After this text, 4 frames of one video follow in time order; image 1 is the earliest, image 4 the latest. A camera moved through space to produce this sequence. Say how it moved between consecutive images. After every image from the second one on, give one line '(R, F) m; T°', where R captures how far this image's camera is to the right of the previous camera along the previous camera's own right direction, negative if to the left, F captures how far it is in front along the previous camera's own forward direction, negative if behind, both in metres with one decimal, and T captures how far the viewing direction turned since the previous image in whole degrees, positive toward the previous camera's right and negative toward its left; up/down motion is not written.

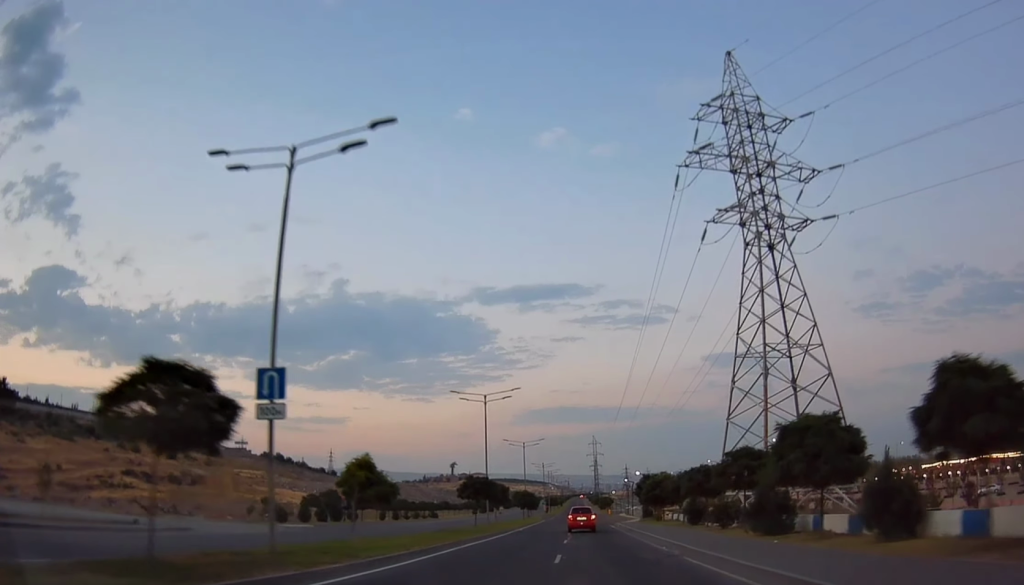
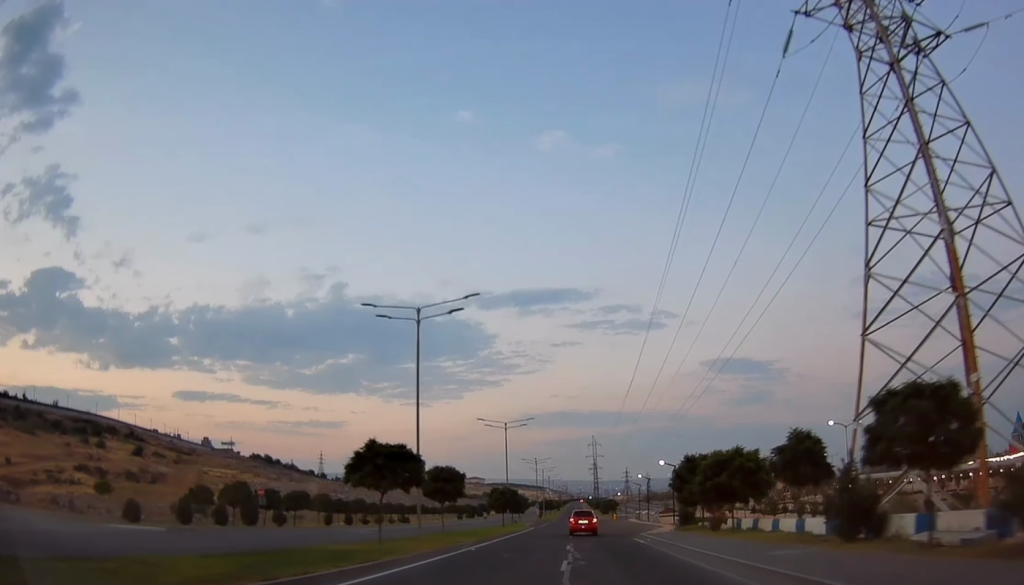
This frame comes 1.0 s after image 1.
(0.0, +22.2) m; 0°
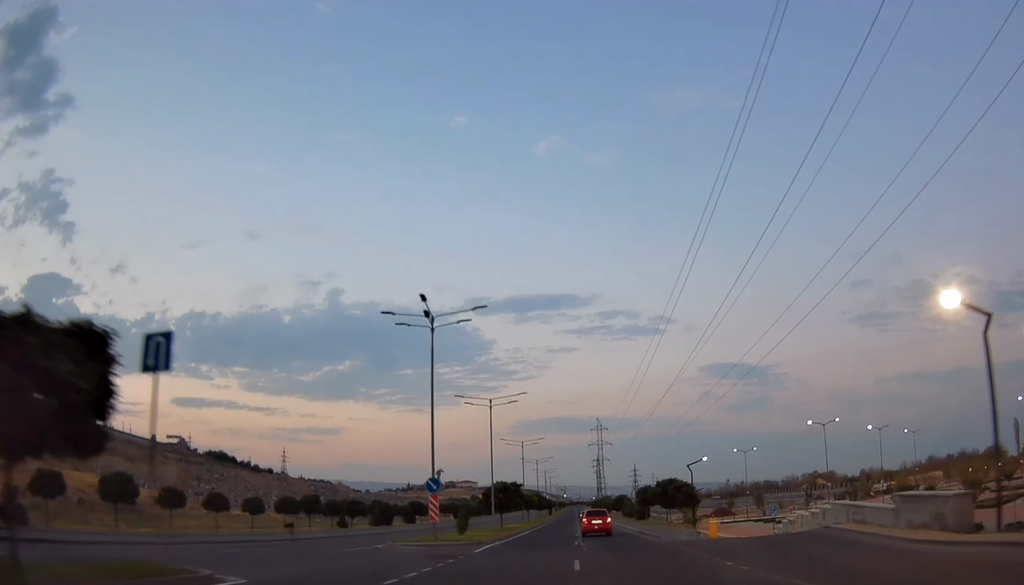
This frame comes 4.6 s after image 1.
(+1.5, +83.3) m; +2°
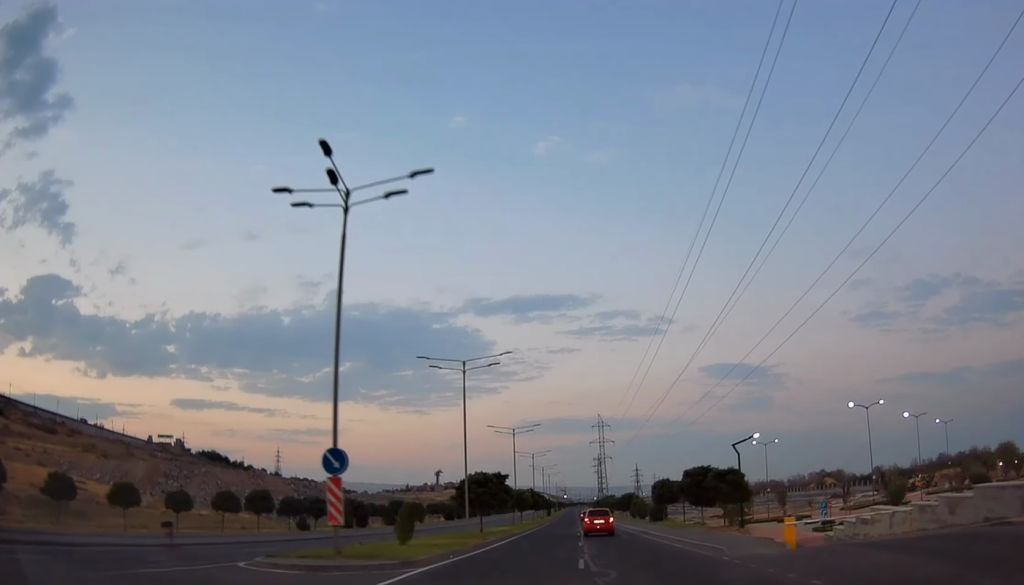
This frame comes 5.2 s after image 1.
(0.0, +12.4) m; 0°
